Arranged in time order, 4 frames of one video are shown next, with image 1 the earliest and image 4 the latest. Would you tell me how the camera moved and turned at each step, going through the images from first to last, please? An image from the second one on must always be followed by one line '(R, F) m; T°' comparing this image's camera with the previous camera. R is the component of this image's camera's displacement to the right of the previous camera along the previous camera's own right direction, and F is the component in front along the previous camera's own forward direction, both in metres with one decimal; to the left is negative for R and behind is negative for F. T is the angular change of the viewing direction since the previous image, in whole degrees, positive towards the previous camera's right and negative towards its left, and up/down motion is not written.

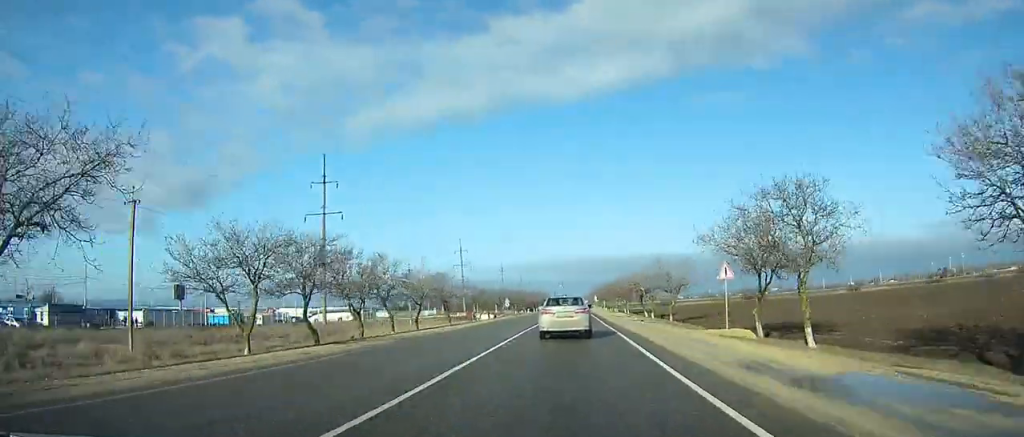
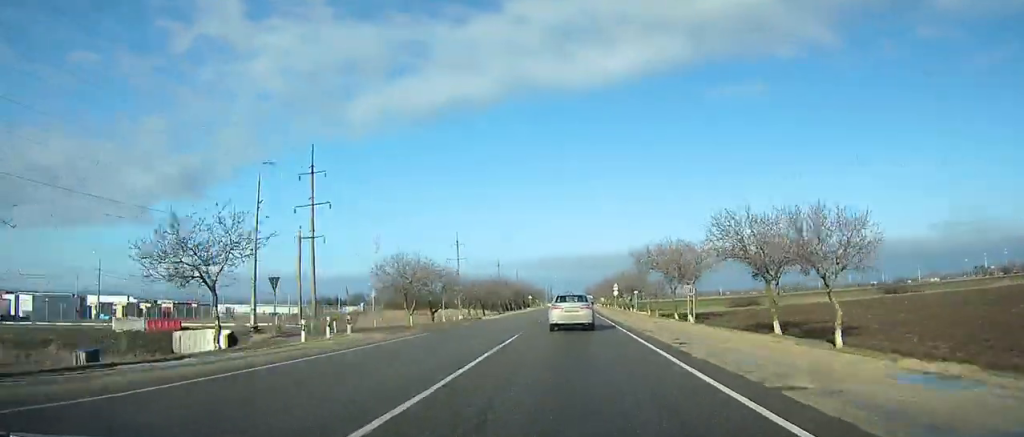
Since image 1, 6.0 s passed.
(-0.6, +97.3) m; 0°
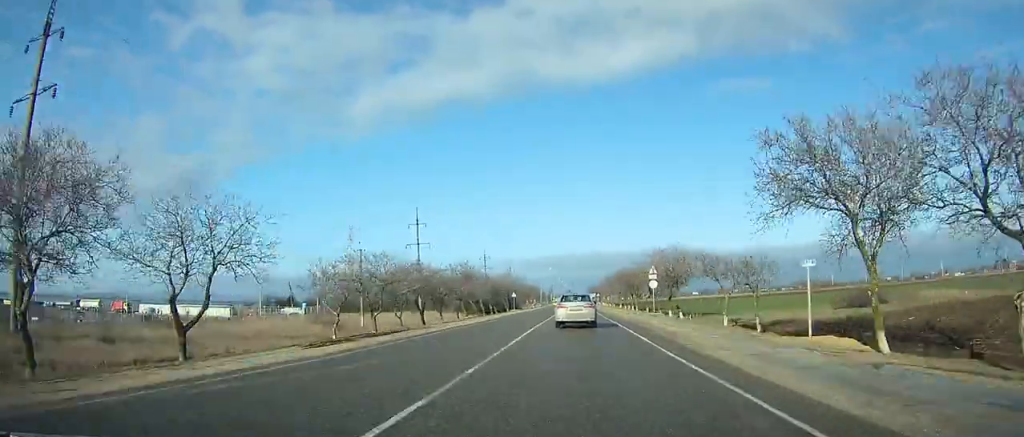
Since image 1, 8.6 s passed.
(0.0, +43.3) m; 0°
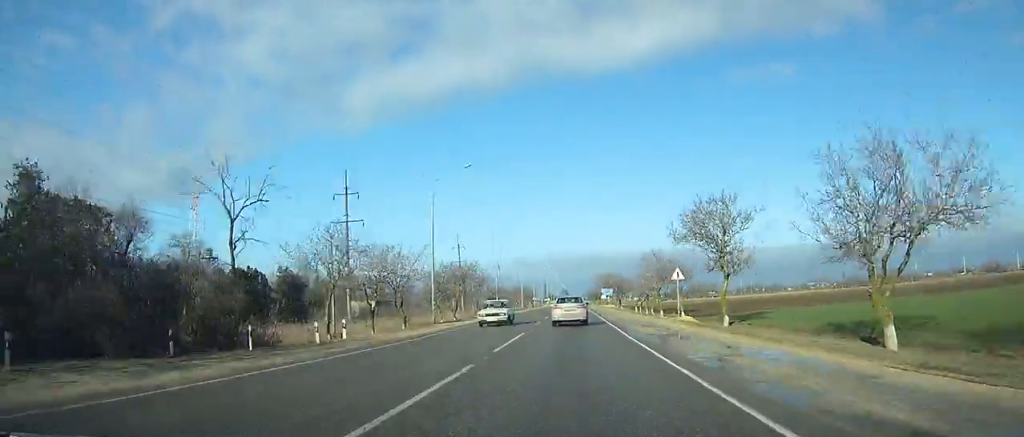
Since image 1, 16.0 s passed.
(+0.9, +127.2) m; +1°
